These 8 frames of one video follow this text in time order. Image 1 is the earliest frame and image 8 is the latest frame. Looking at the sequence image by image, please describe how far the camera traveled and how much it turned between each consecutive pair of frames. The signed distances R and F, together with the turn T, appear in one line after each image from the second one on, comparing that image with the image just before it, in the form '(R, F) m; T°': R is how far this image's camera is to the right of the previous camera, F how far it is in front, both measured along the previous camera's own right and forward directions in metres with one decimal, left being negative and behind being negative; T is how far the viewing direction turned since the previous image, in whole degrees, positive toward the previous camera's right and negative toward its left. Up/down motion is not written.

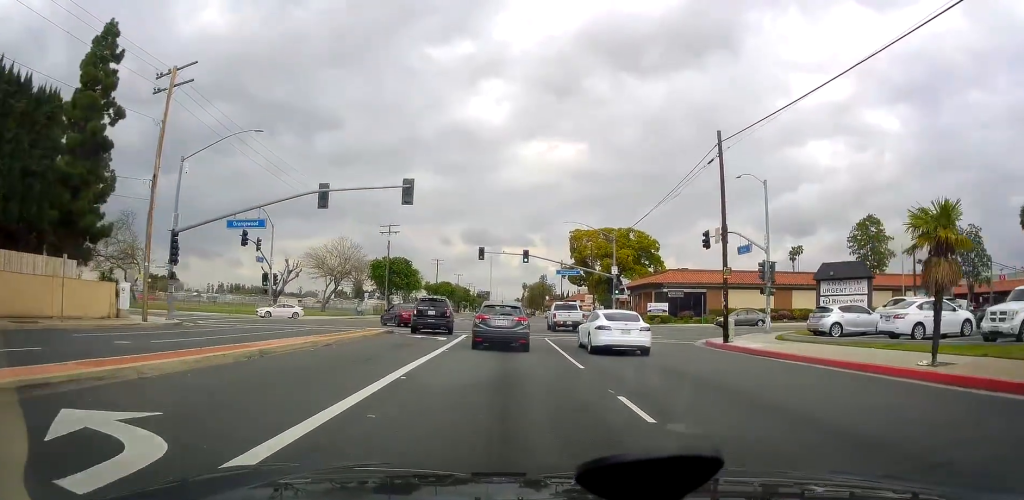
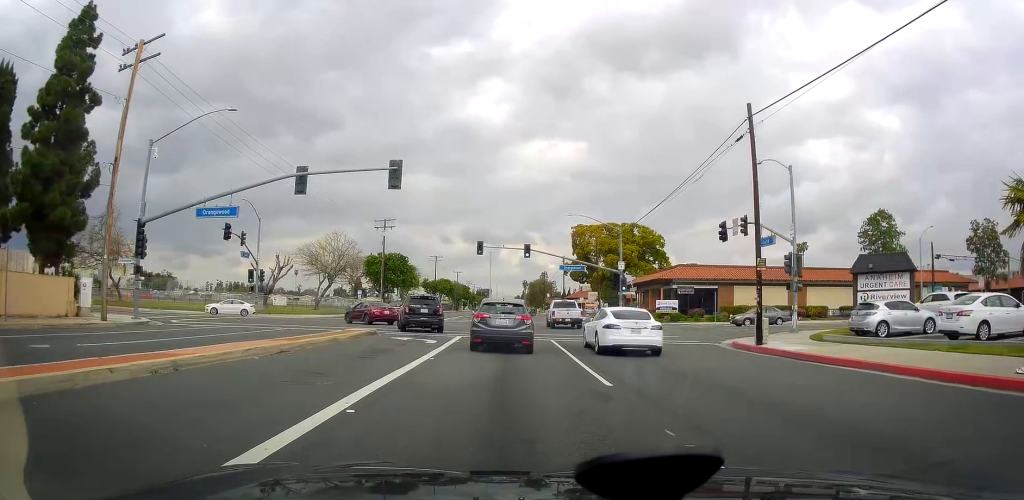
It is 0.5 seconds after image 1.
(0.0, +3.7) m; -1°
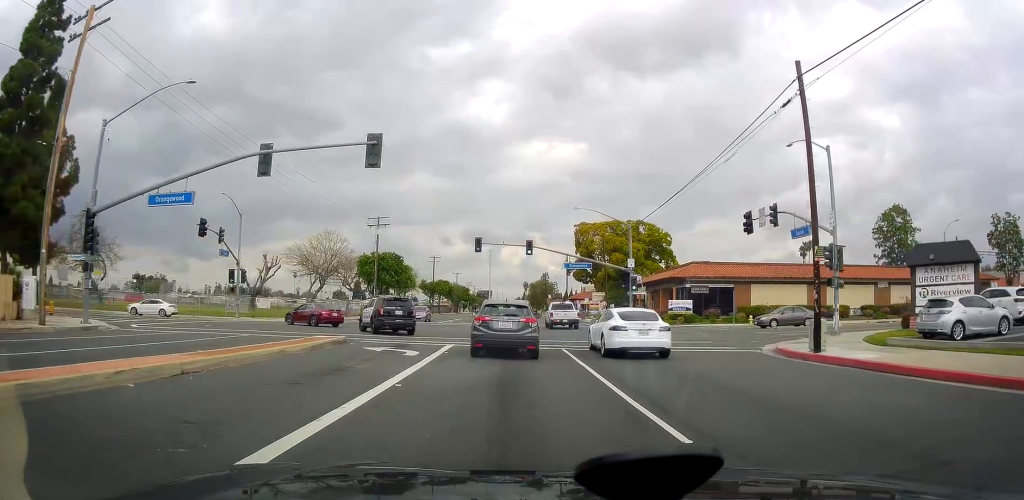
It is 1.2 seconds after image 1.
(-0.1, +4.4) m; -2°
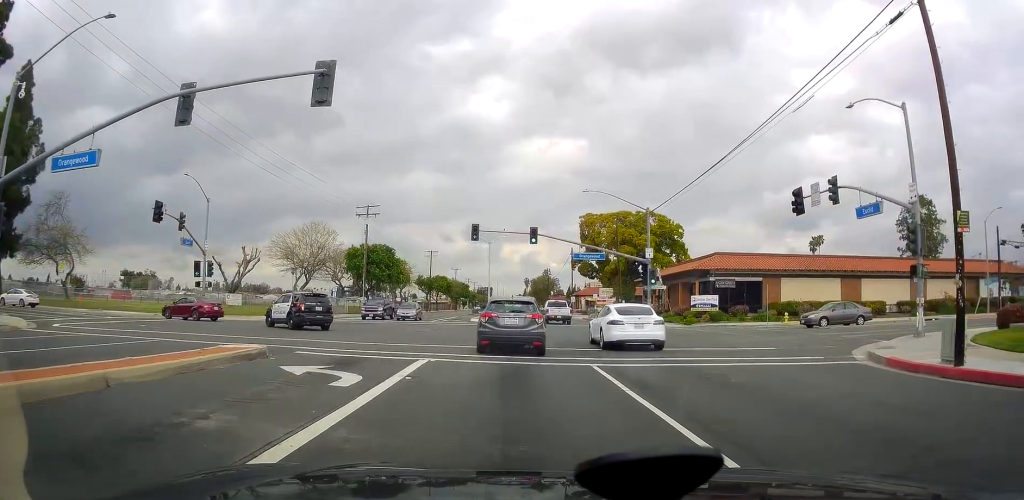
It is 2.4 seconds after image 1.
(0.0, +6.3) m; 0°
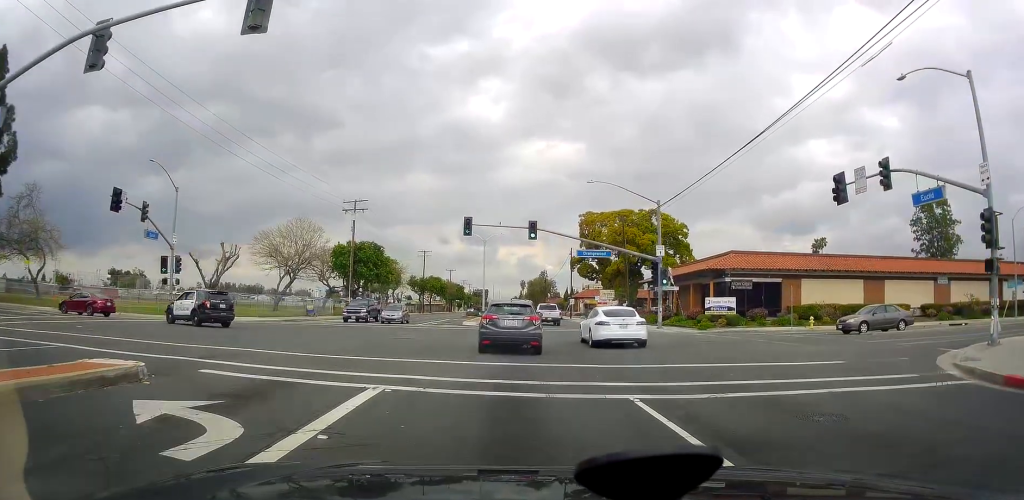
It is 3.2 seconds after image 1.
(0.0, +4.2) m; +1°
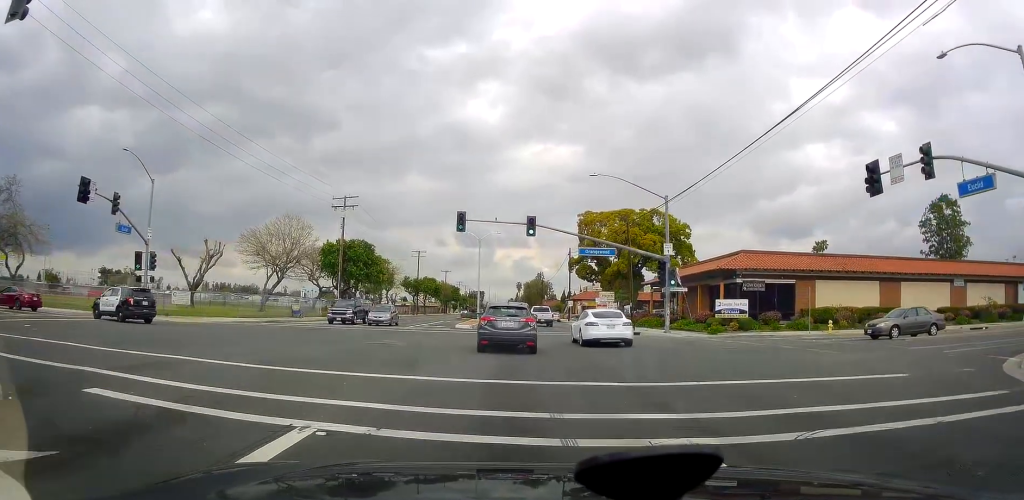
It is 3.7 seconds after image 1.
(0.0, +2.8) m; +3°
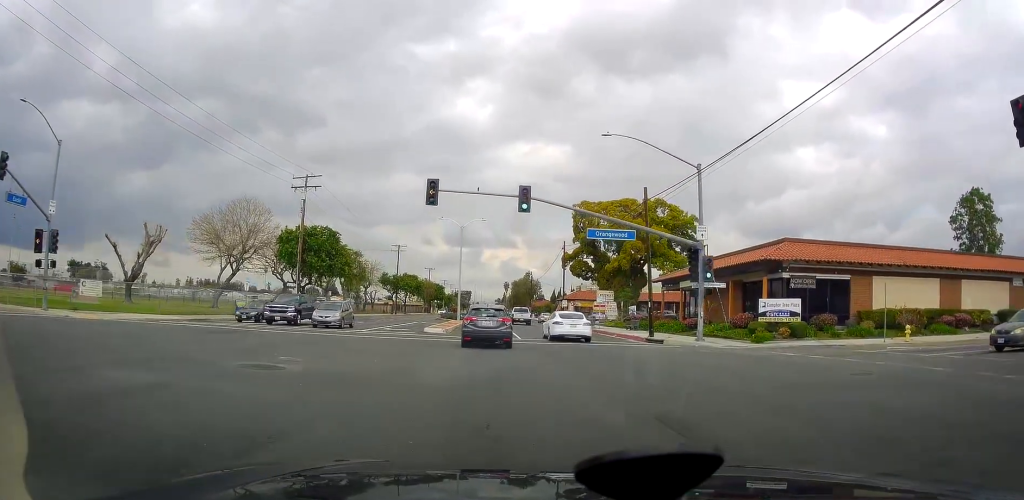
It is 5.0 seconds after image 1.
(+0.7, +8.3) m; +2°
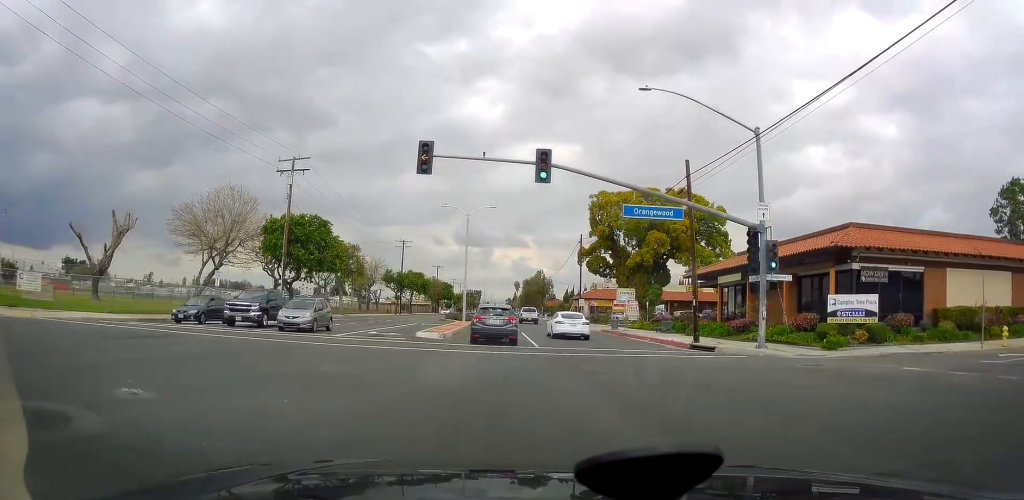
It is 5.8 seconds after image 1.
(-0.3, +5.9) m; -7°
